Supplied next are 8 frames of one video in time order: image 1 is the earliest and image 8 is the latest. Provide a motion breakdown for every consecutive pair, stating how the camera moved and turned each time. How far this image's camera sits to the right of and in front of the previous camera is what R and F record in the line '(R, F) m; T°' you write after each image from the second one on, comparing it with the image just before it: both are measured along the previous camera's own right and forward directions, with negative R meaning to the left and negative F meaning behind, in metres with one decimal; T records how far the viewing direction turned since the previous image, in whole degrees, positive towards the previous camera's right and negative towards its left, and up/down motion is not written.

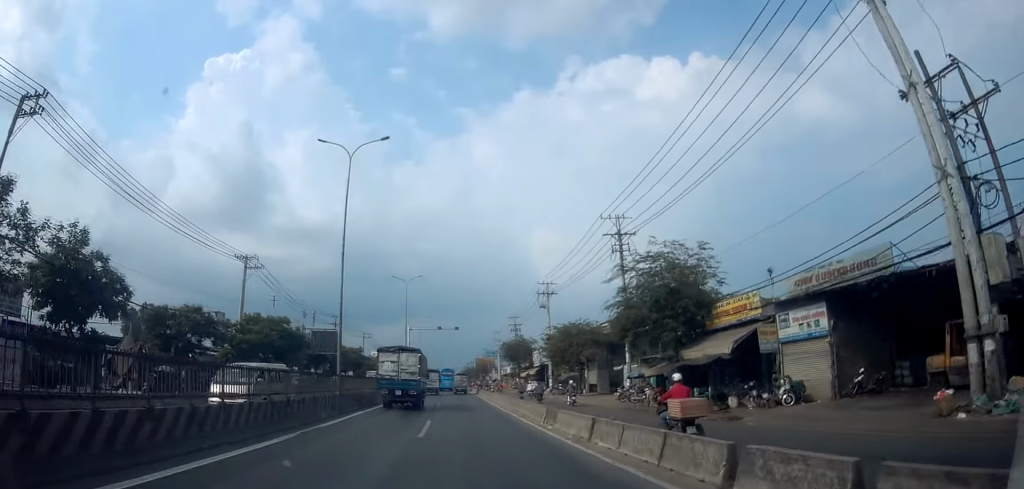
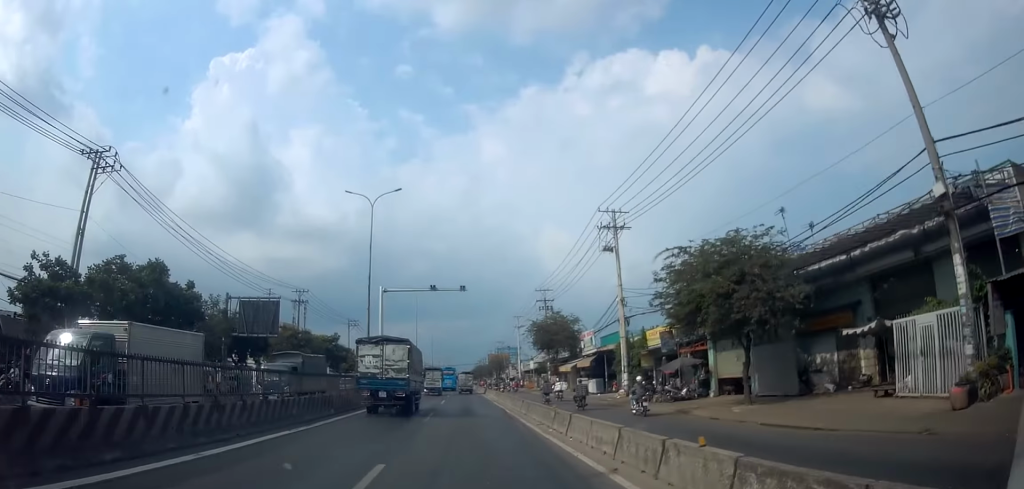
(+0.6, +26.2) m; -1°
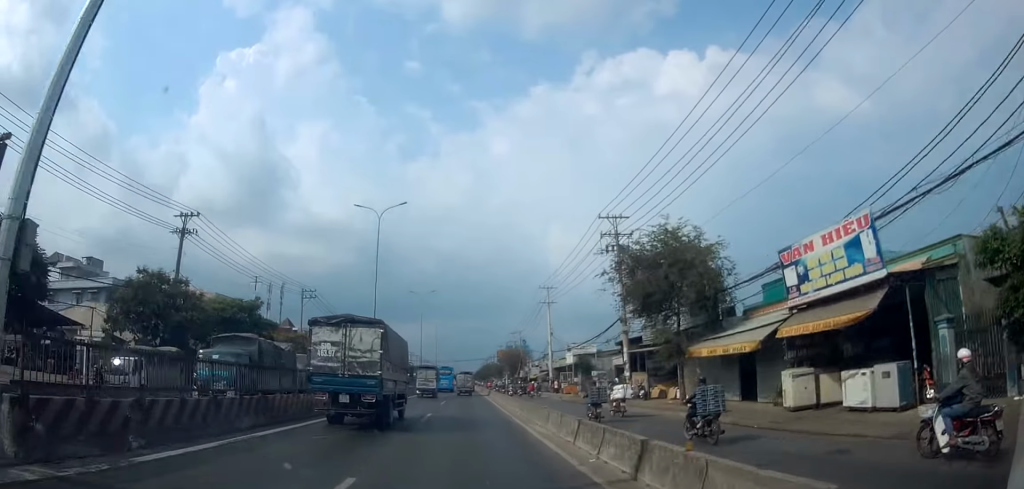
(-1.0, +31.8) m; -2°
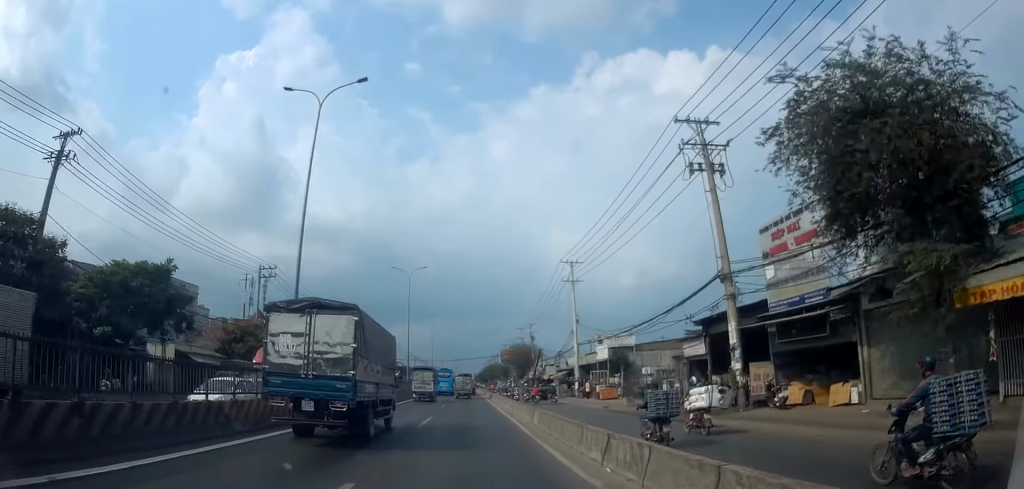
(0.0, +15.1) m; 0°
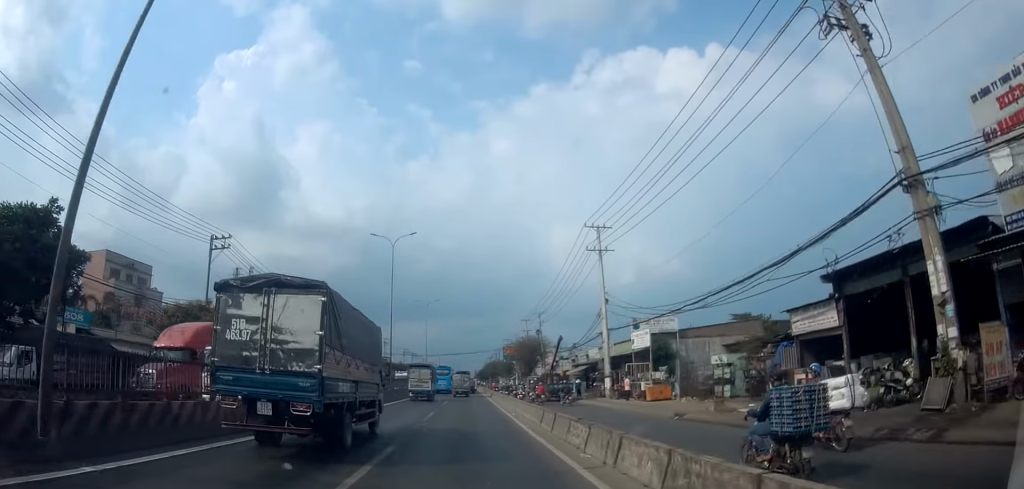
(0.0, +11.7) m; 0°
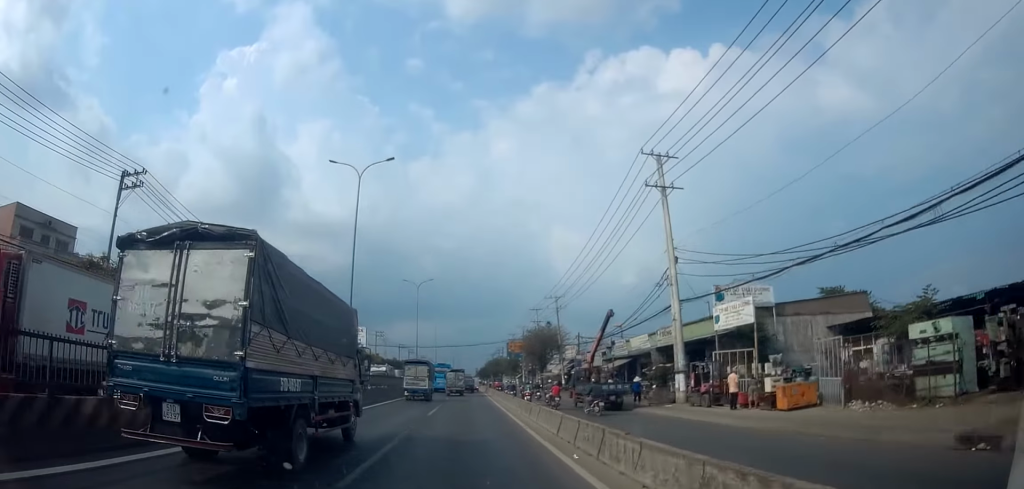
(0.0, +13.8) m; -2°
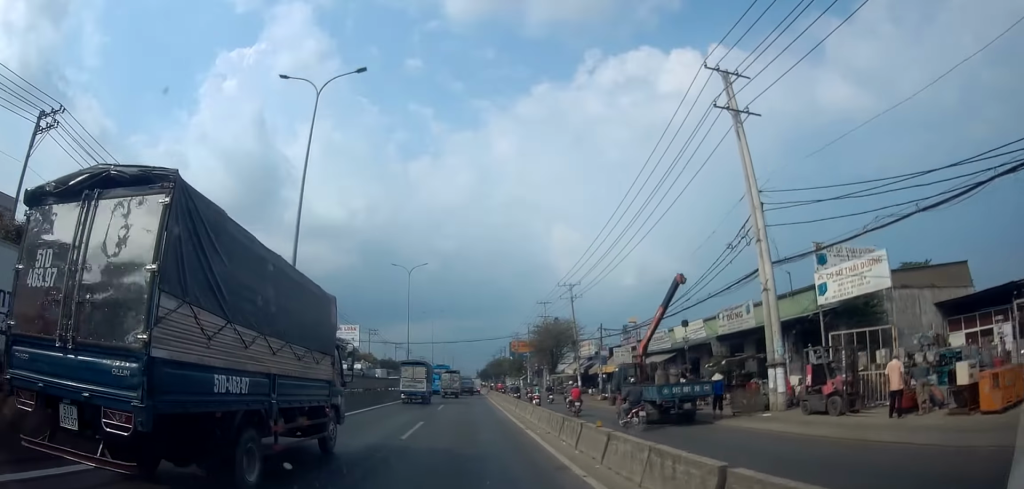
(-0.2, +8.8) m; -1°
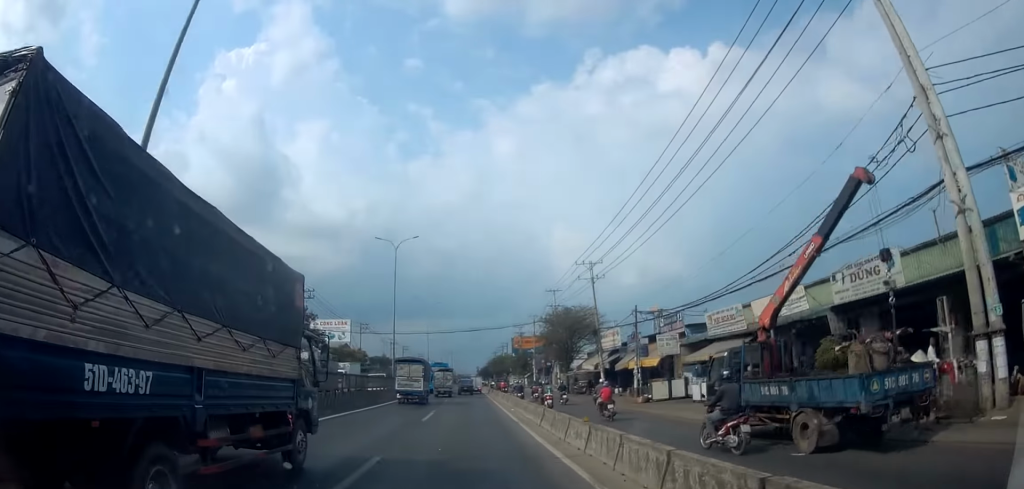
(-0.5, +9.1) m; 0°
